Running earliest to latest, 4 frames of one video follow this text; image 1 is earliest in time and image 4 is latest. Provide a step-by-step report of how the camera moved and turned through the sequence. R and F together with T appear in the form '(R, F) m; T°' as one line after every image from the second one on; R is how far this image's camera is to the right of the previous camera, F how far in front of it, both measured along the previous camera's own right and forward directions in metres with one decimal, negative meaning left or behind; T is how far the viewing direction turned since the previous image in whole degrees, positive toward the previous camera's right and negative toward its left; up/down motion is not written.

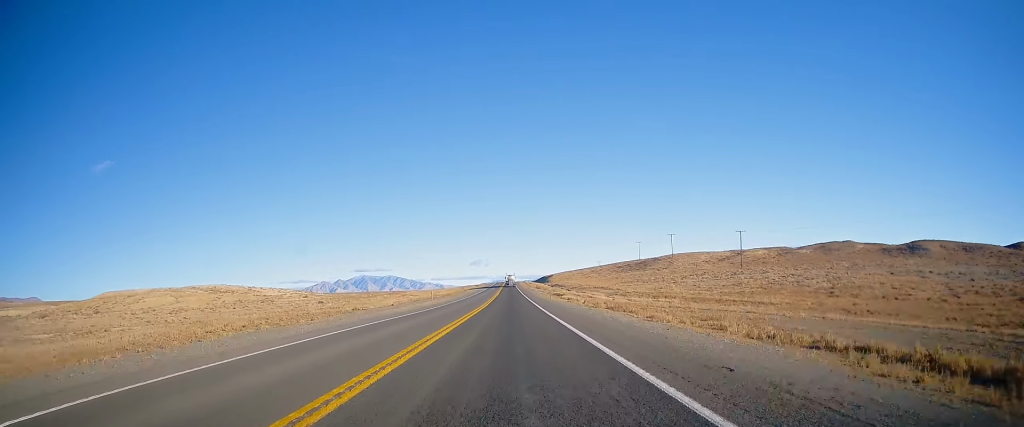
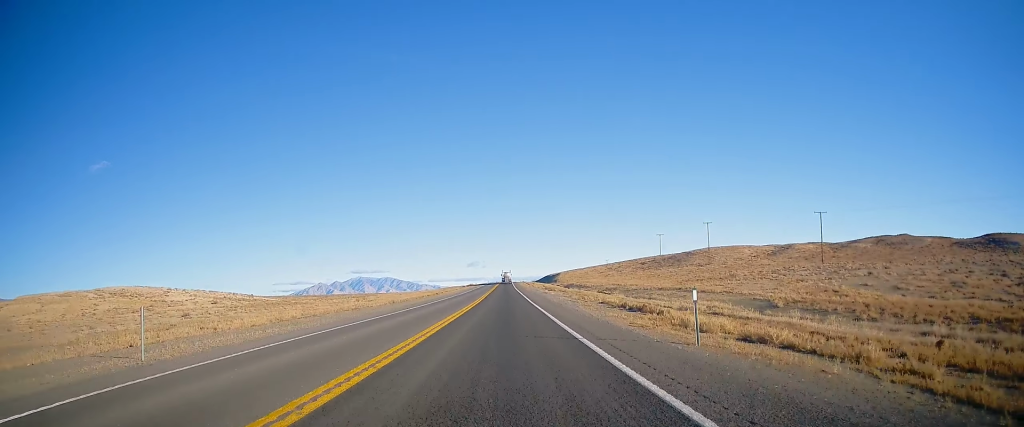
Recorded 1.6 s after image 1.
(+0.8, +48.0) m; +1°
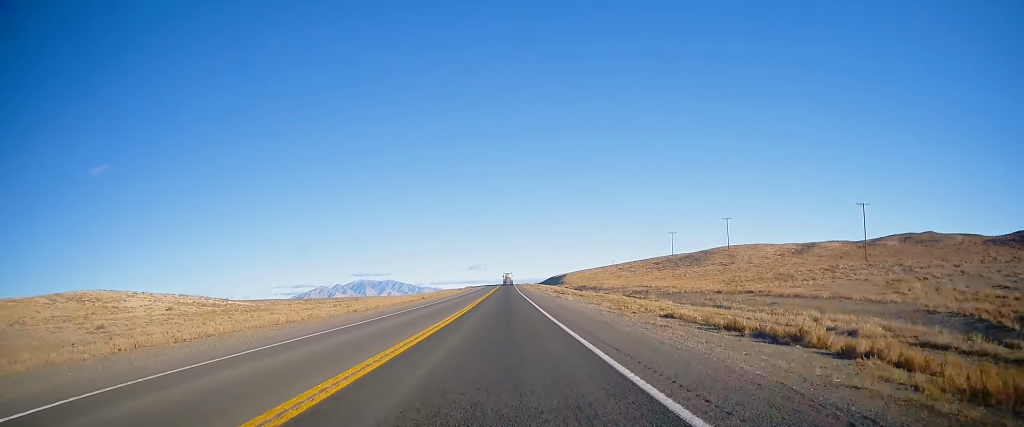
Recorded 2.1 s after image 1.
(-0.3, +16.4) m; -1°
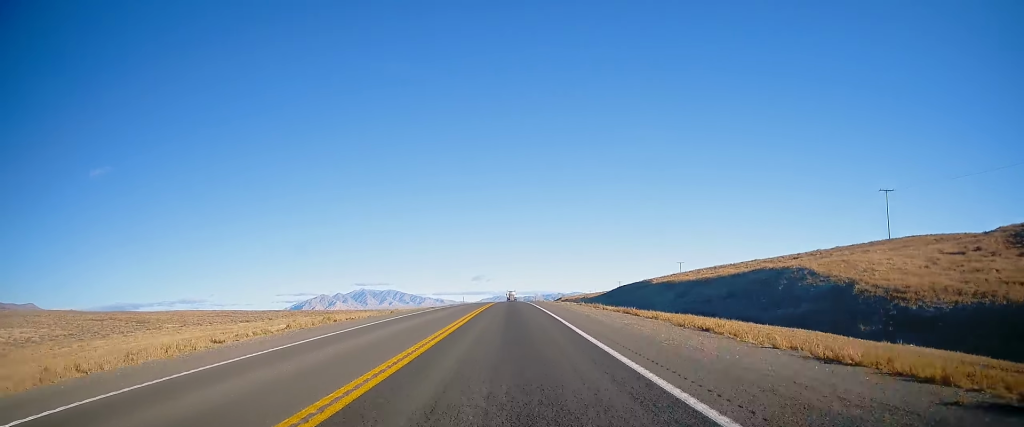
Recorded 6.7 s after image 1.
(-0.8, +140.2) m; 0°
